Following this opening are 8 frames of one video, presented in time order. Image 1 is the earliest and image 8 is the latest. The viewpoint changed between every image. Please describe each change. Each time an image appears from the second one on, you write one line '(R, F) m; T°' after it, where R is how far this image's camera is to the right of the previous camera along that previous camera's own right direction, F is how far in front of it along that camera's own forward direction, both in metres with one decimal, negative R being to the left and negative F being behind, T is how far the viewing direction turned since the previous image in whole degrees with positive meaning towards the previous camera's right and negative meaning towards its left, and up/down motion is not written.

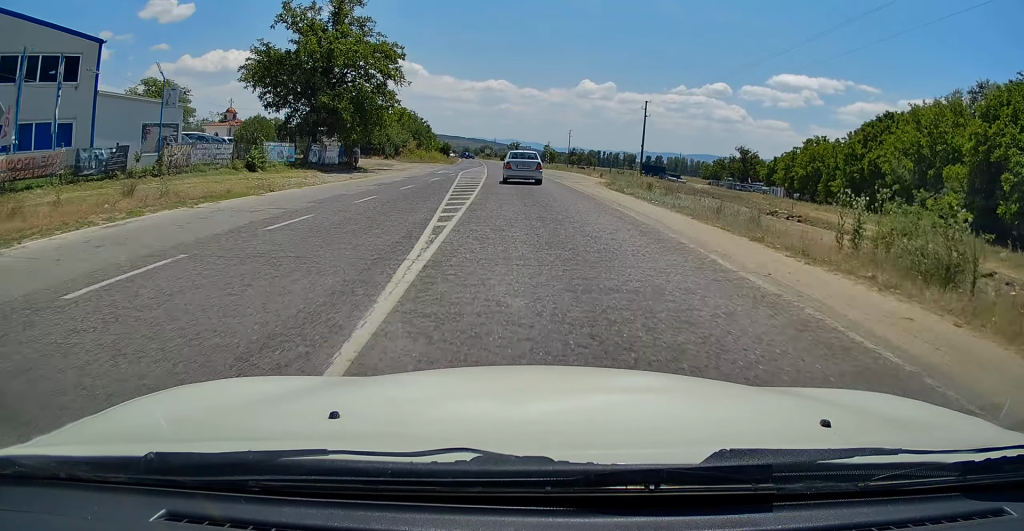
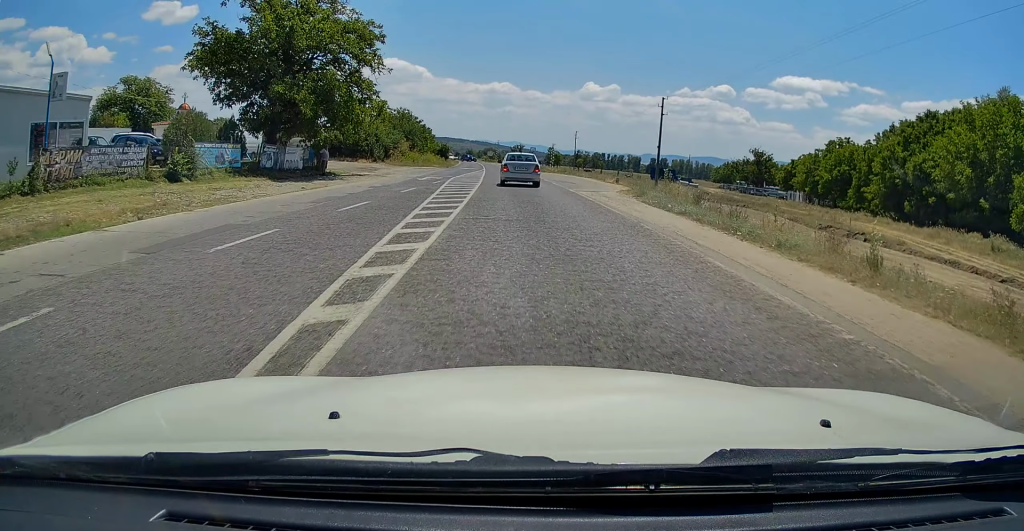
(+0.1, +8.3) m; 0°
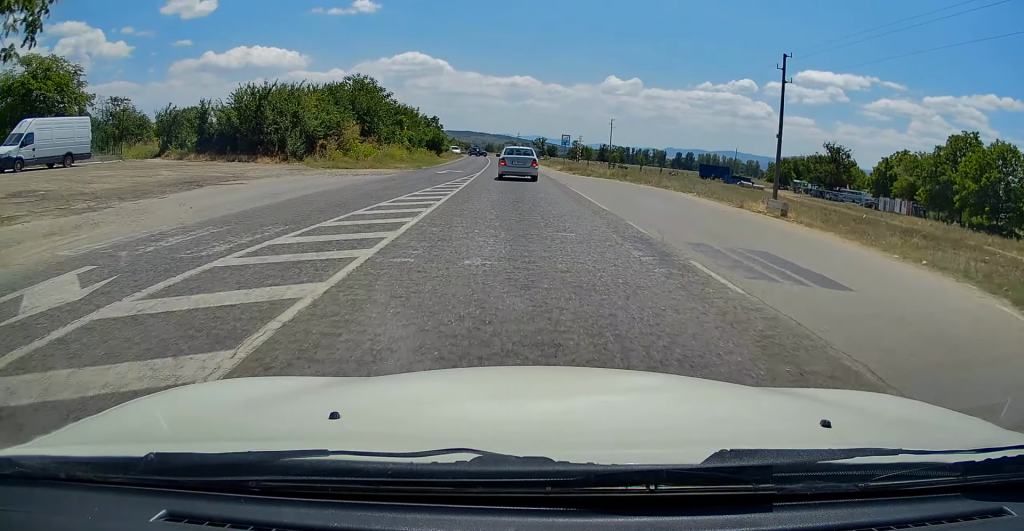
(-0.6, +32.6) m; -2°
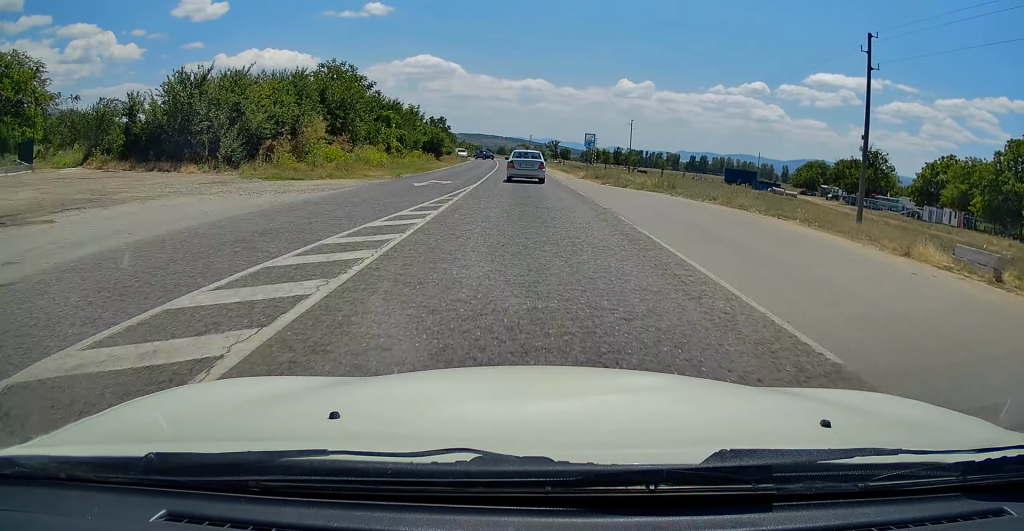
(-0.1, +11.8) m; -1°
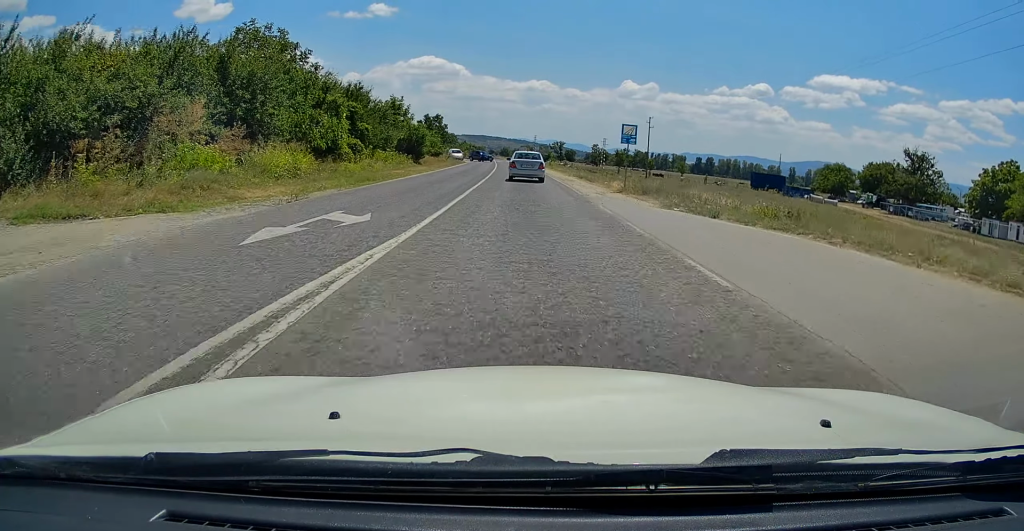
(-0.2, +16.6) m; -1°
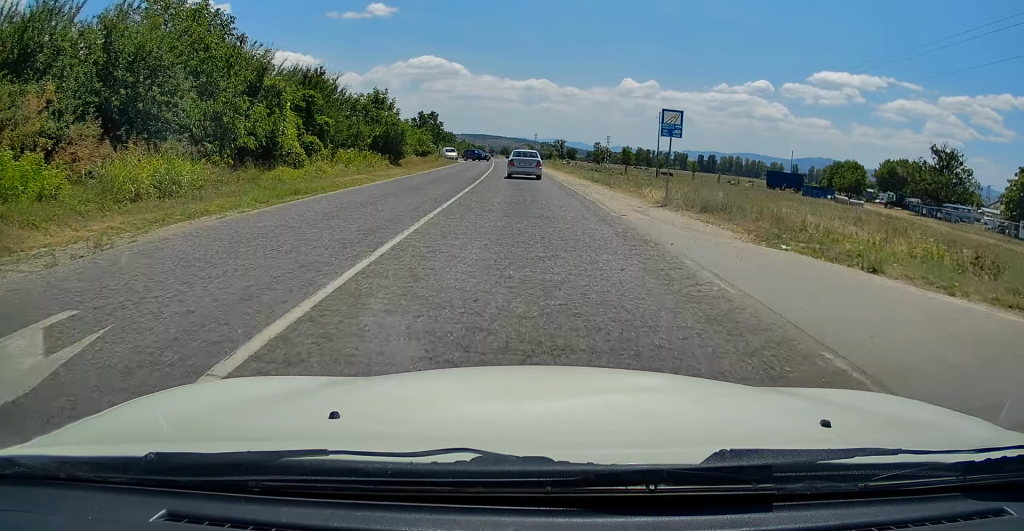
(-0.1, +9.5) m; 0°
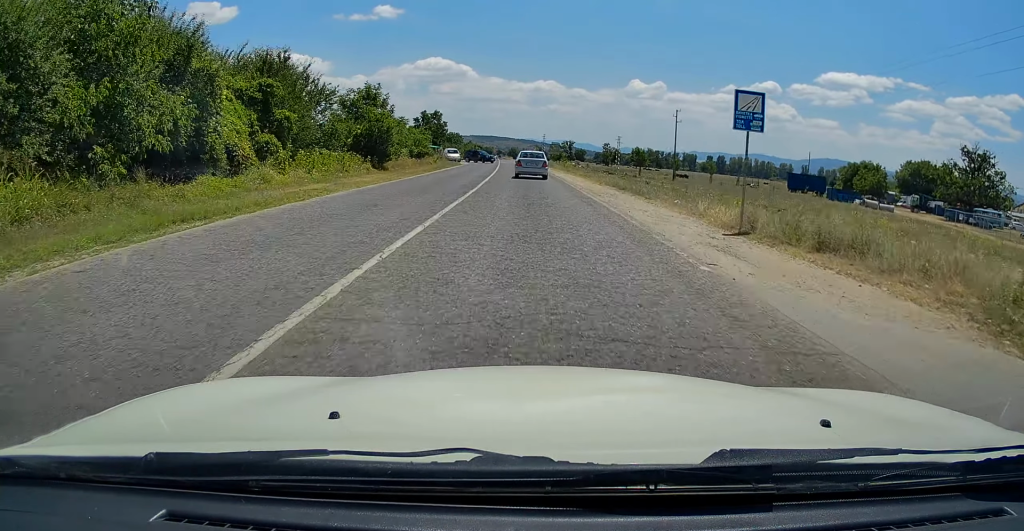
(+0.1, +6.6) m; 0°
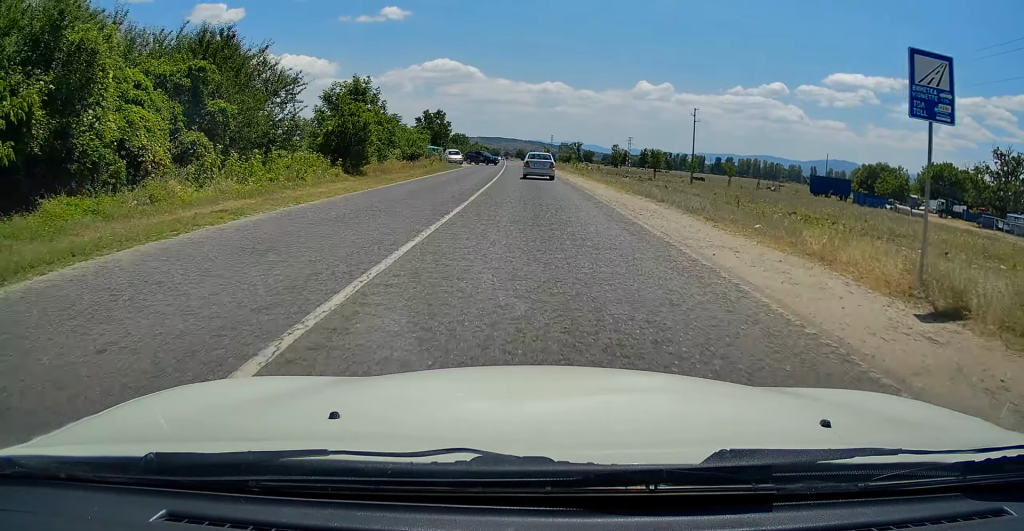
(+0.1, +6.7) m; 0°
